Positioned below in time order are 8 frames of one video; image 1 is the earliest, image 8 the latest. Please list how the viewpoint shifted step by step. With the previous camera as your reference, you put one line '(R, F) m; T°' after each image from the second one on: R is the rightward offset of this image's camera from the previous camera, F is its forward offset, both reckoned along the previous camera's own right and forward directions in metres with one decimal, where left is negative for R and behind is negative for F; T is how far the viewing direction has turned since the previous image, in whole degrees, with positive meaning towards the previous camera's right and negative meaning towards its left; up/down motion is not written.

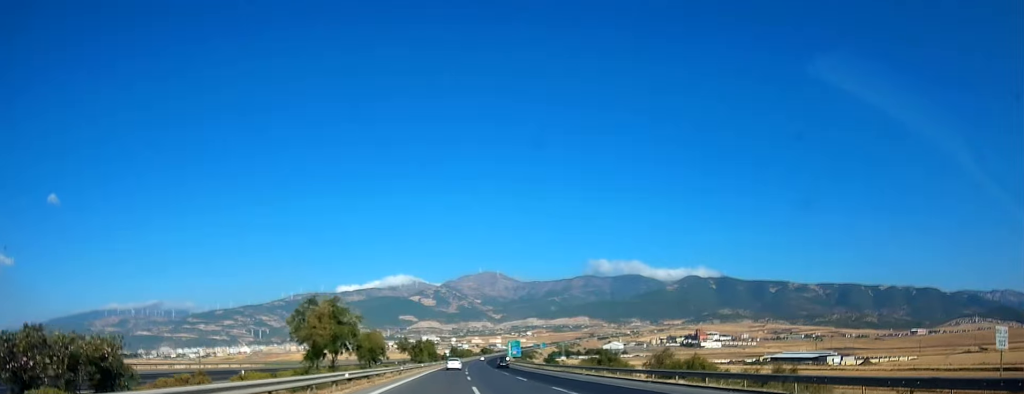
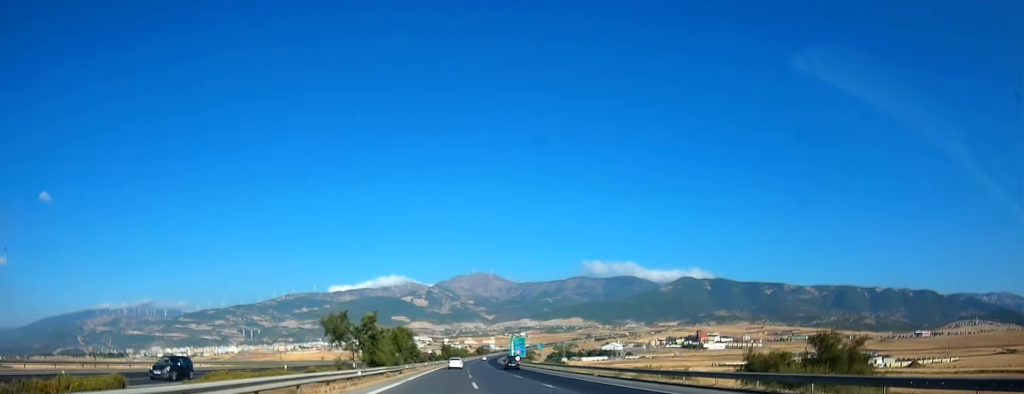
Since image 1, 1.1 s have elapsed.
(0.0, +44.9) m; 0°
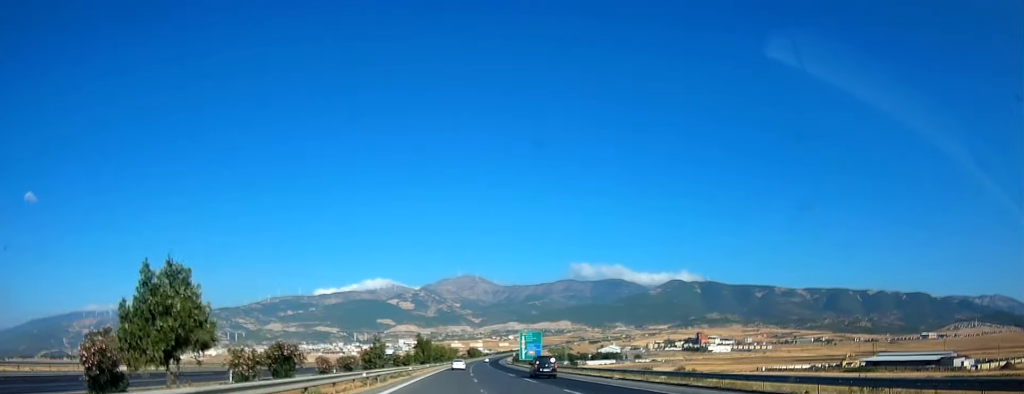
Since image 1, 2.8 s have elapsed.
(+0.8, +72.1) m; +2°
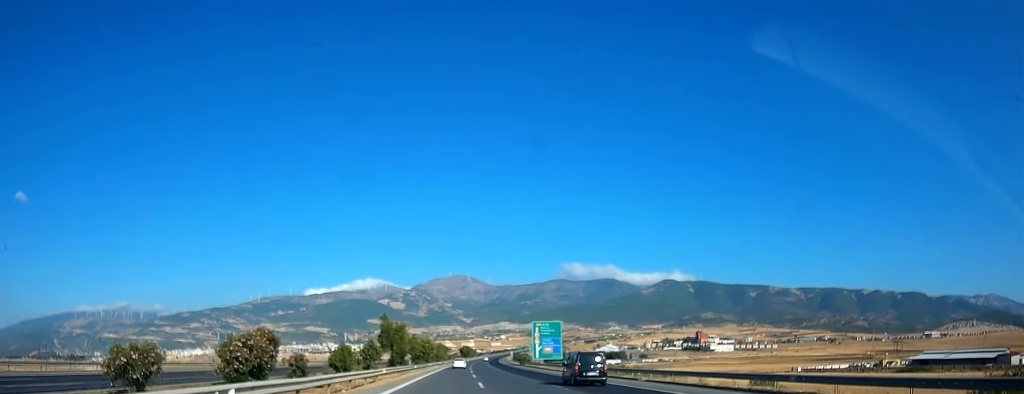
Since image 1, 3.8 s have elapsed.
(+0.4, +40.8) m; +1°
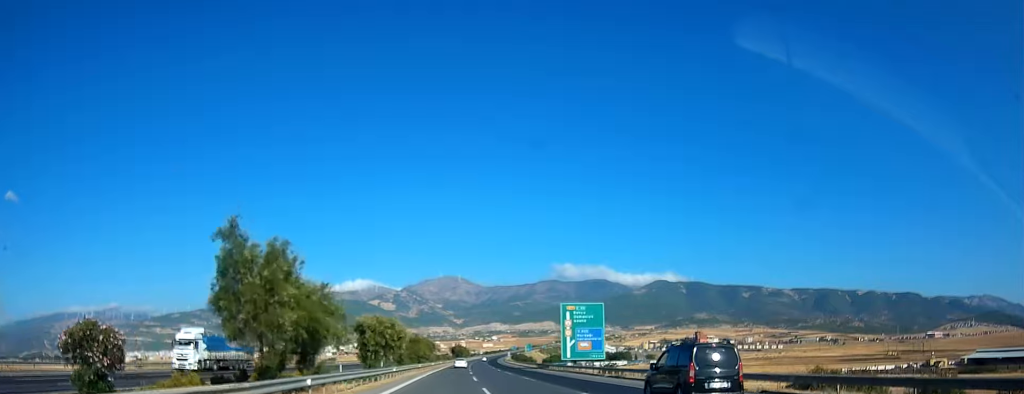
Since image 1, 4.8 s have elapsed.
(+0.1, +40.3) m; +1°
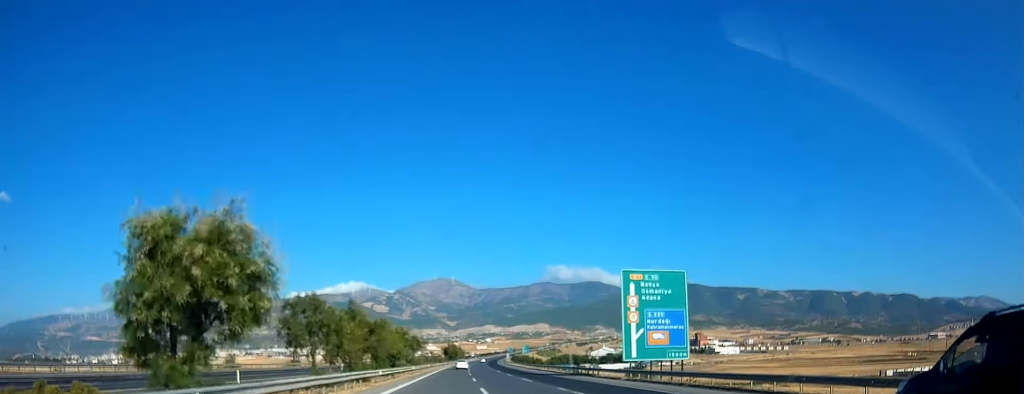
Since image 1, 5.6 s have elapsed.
(+0.3, +31.4) m; +1°
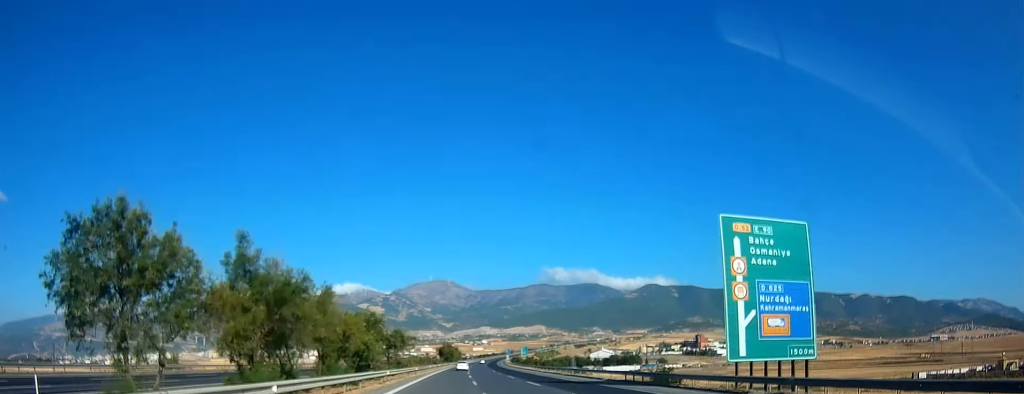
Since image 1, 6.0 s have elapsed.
(+0.2, +19.6) m; 0°
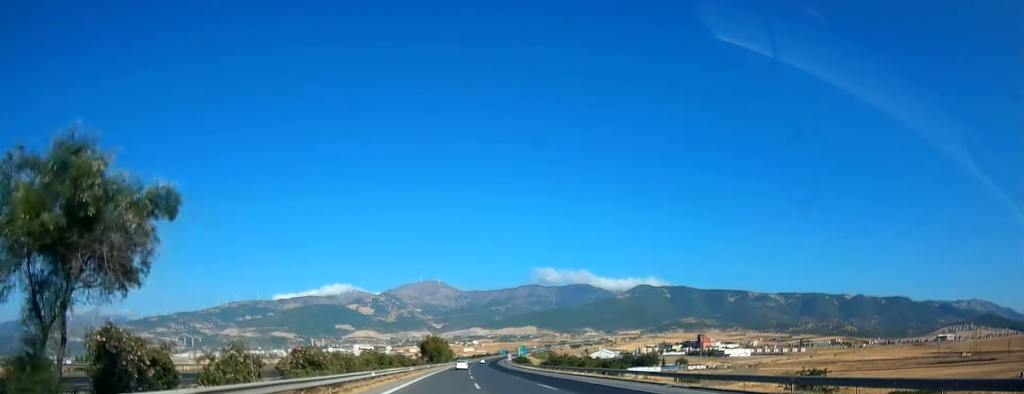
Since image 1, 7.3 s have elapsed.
(+0.1, +54.0) m; +1°
